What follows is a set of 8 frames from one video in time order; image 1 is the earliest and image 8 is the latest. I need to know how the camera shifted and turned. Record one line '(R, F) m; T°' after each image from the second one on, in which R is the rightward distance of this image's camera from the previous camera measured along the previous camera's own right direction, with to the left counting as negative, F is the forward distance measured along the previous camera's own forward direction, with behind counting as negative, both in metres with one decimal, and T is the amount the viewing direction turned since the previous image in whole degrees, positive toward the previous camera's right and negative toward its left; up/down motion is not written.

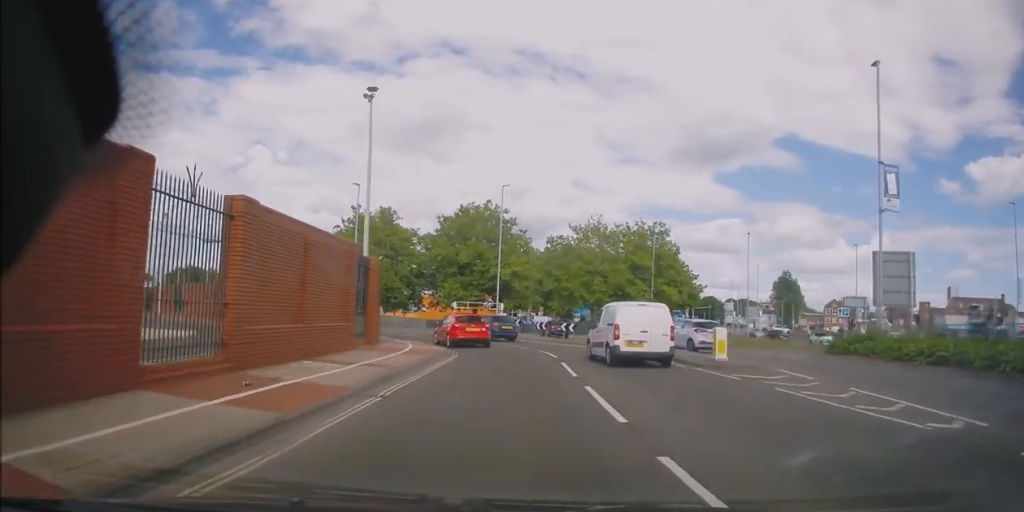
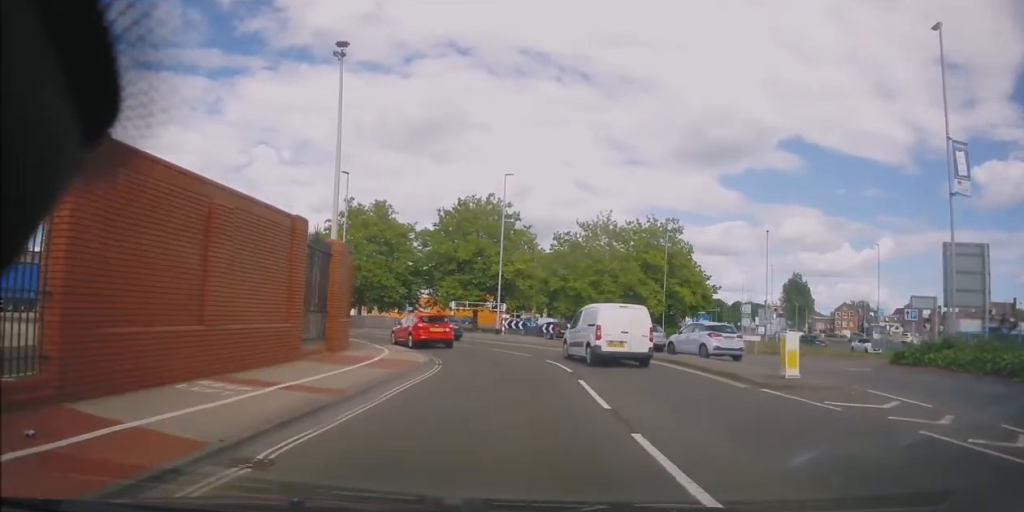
(+0.1, +4.5) m; +1°
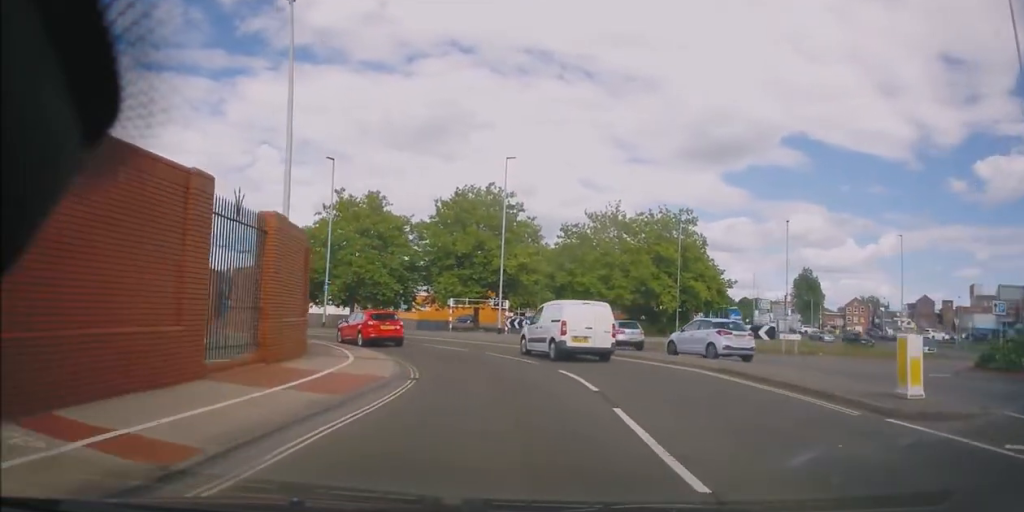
(0.0, +4.4) m; -2°
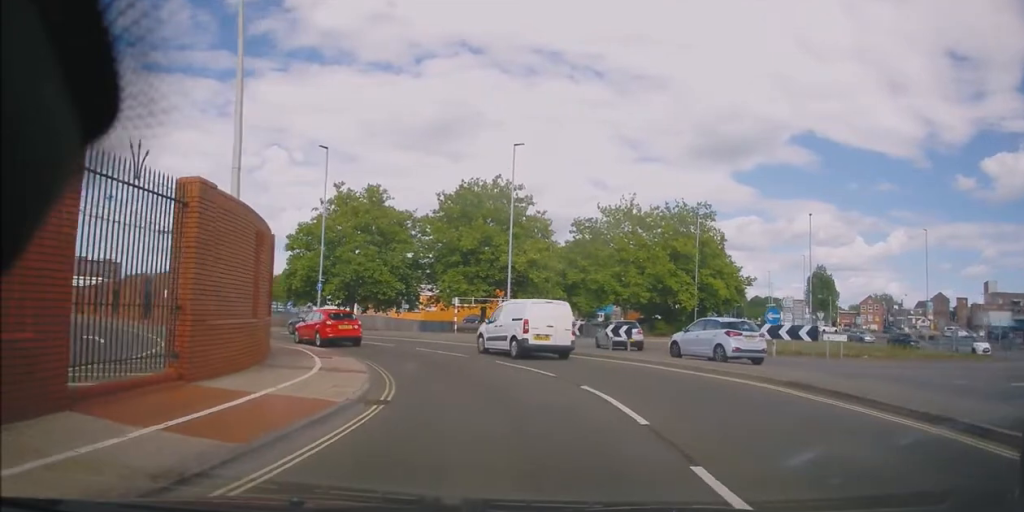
(+0.1, +3.4) m; -2°
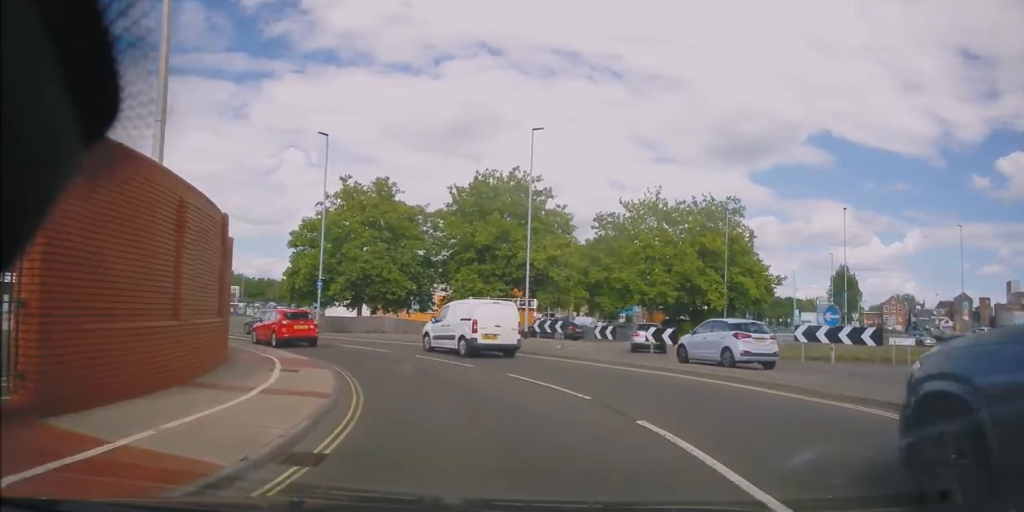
(-0.2, +3.5) m; -5°
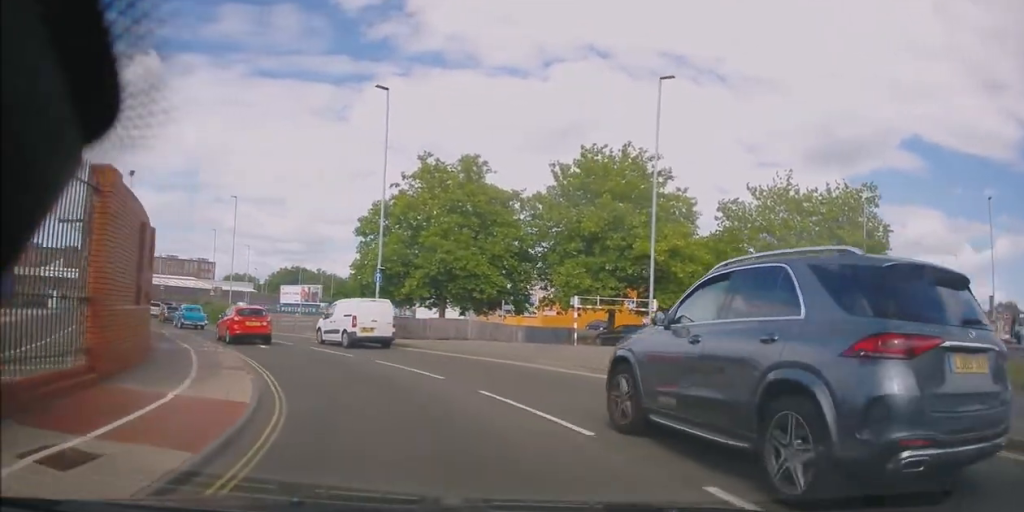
(-0.9, +8.7) m; -11°
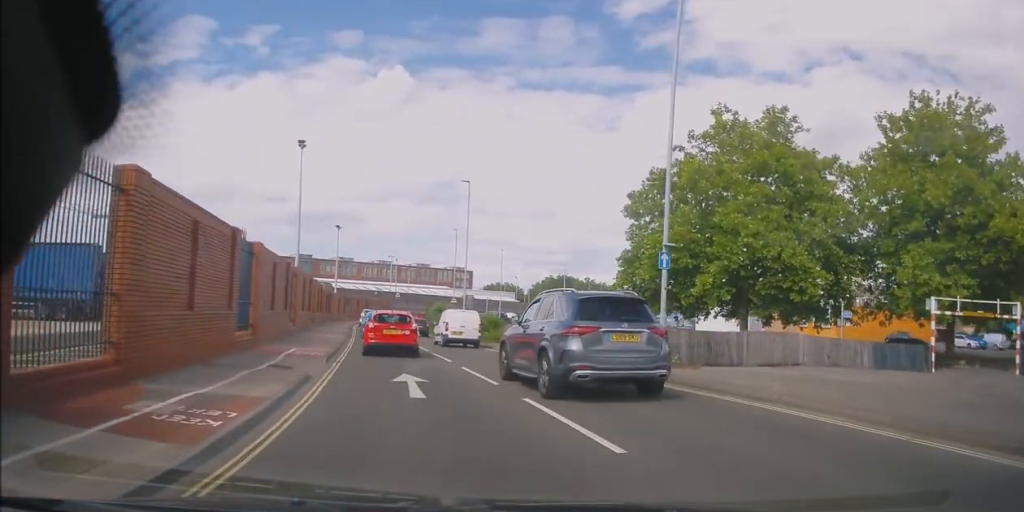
(-1.7, +11.8) m; -21°
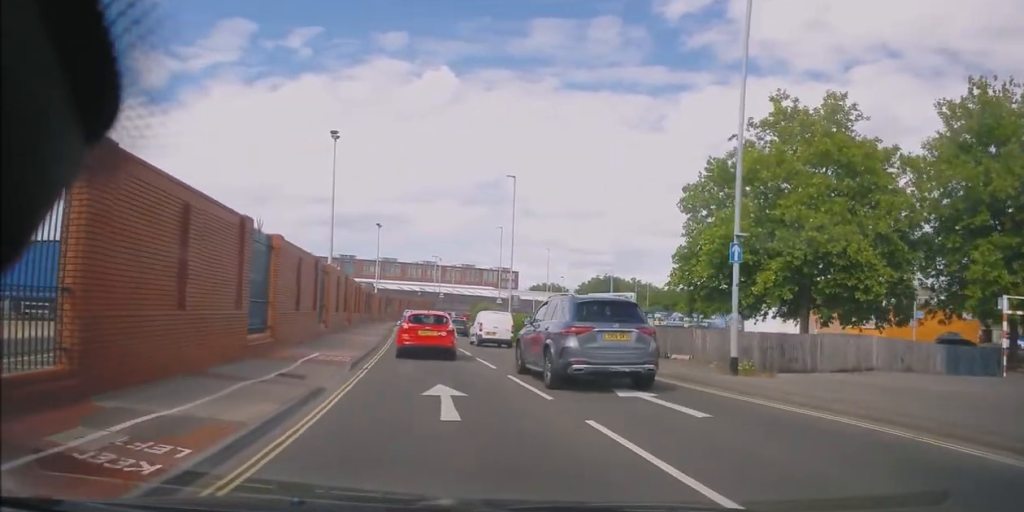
(-0.2, +1.8) m; -4°
